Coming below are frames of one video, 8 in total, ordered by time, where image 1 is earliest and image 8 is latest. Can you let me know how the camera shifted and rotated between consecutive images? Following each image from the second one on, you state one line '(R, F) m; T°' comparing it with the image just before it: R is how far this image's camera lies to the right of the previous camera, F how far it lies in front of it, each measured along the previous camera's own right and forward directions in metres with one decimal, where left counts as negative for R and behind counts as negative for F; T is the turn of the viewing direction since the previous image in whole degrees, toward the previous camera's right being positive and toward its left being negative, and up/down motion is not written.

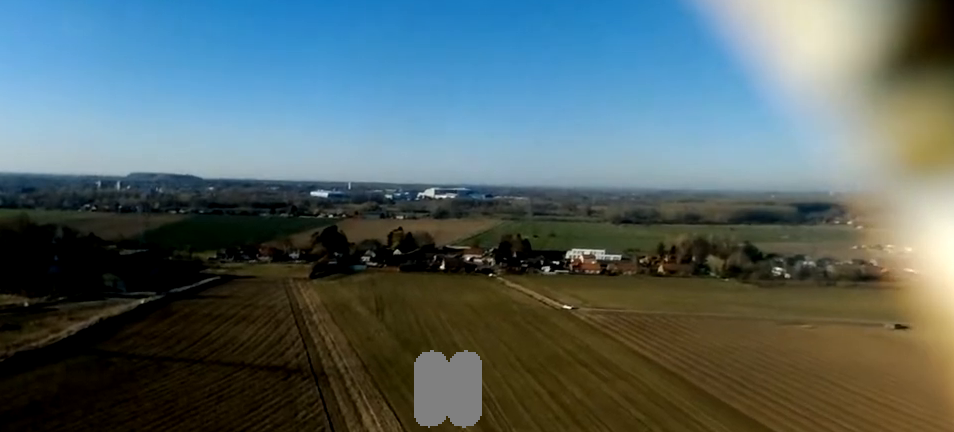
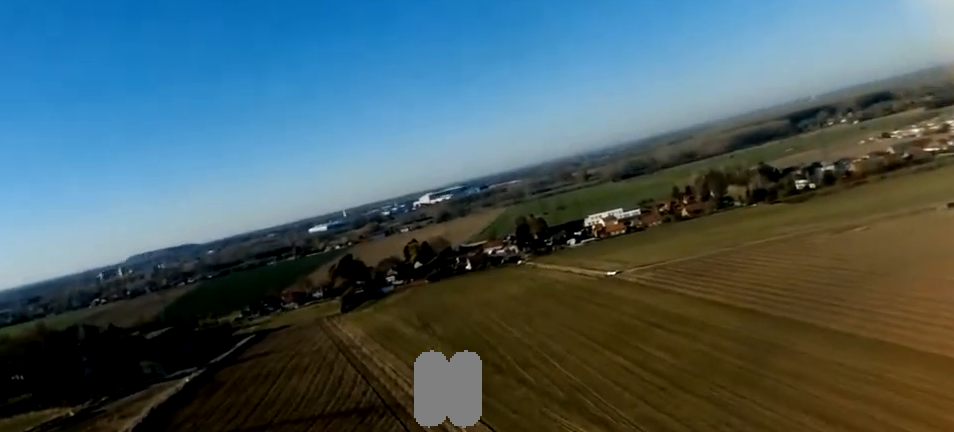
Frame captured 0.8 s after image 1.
(+0.3, +13.3) m; +3°
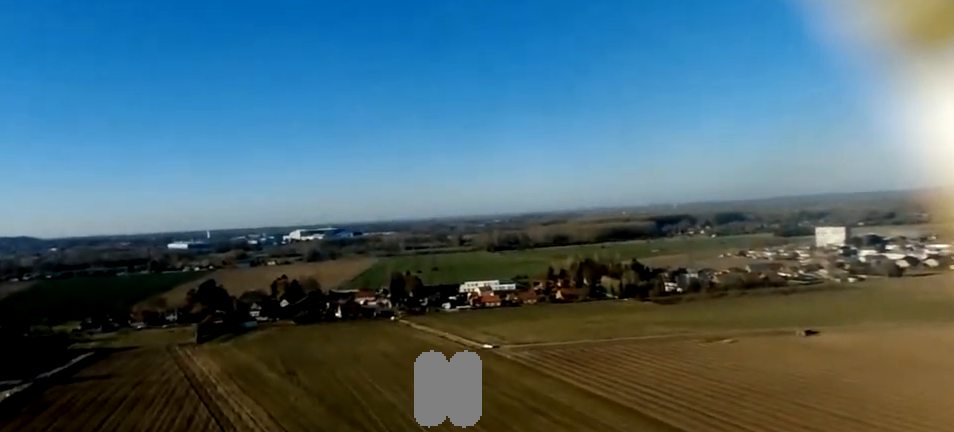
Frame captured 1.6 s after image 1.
(-0.1, +10.7) m; +3°
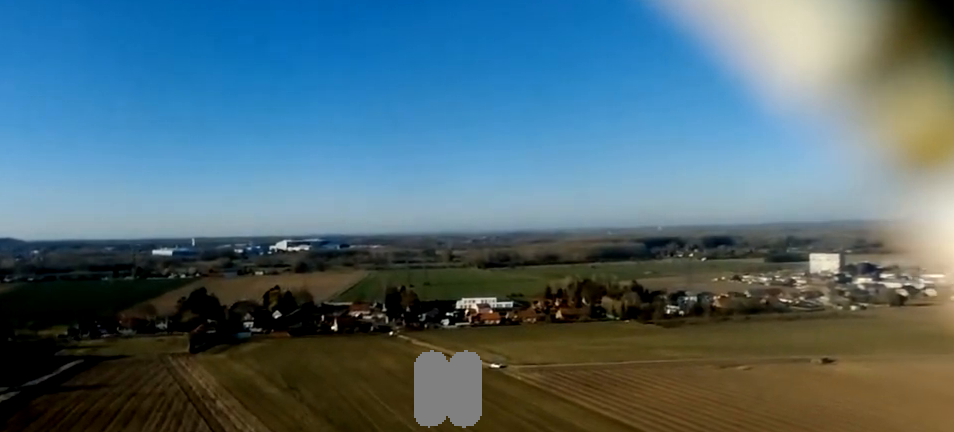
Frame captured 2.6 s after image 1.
(+0.9, +15.0) m; +2°
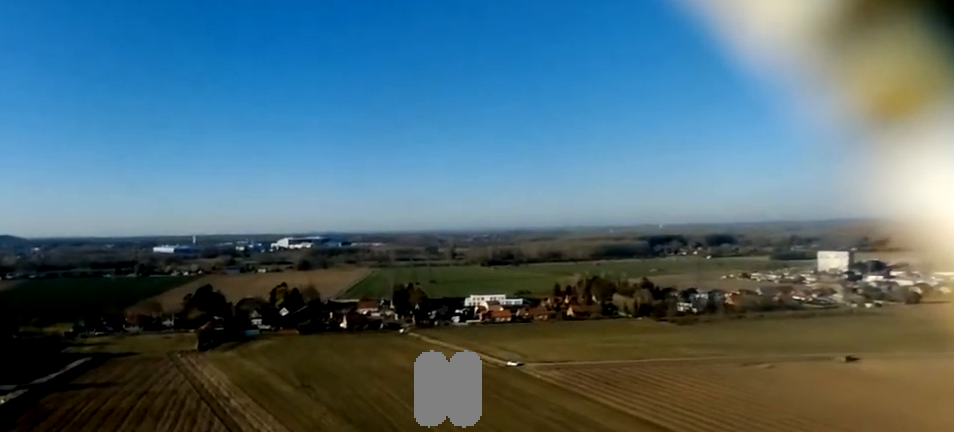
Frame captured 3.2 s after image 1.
(-0.3, +9.3) m; -1°
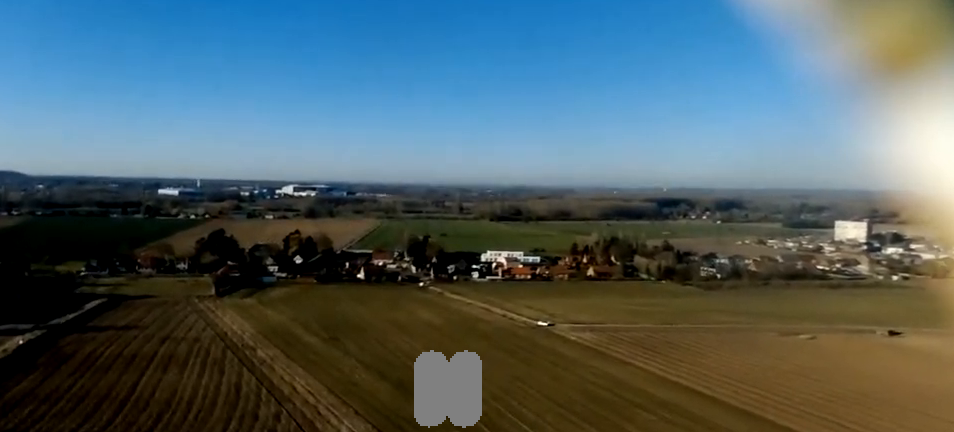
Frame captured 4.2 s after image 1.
(-0.2, +17.3) m; -3°
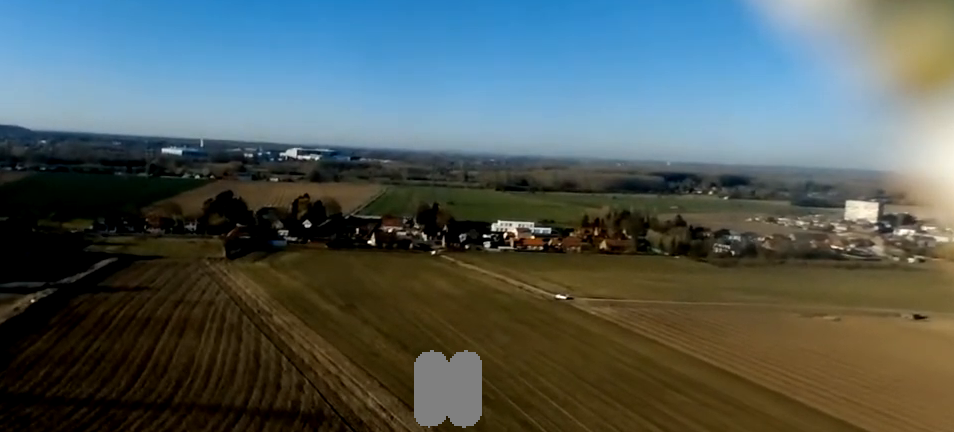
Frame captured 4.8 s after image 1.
(-0.2, +8.7) m; +2°
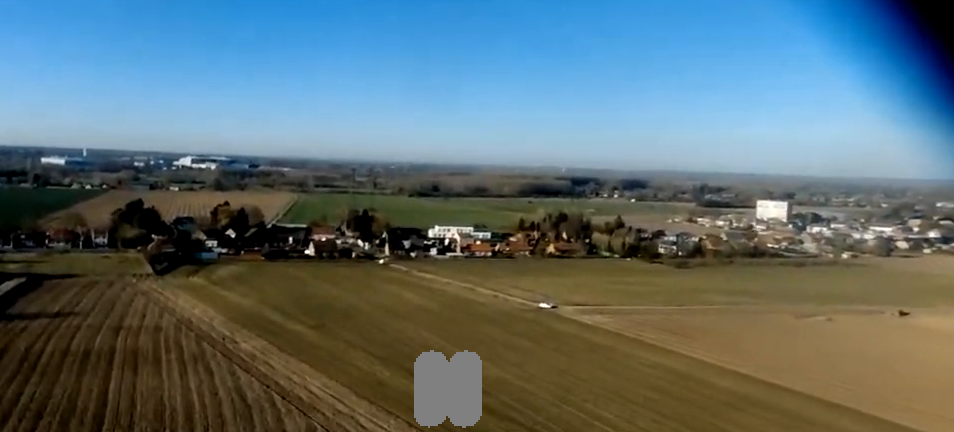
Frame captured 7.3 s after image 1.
(+4.8, +36.9) m; +10°
